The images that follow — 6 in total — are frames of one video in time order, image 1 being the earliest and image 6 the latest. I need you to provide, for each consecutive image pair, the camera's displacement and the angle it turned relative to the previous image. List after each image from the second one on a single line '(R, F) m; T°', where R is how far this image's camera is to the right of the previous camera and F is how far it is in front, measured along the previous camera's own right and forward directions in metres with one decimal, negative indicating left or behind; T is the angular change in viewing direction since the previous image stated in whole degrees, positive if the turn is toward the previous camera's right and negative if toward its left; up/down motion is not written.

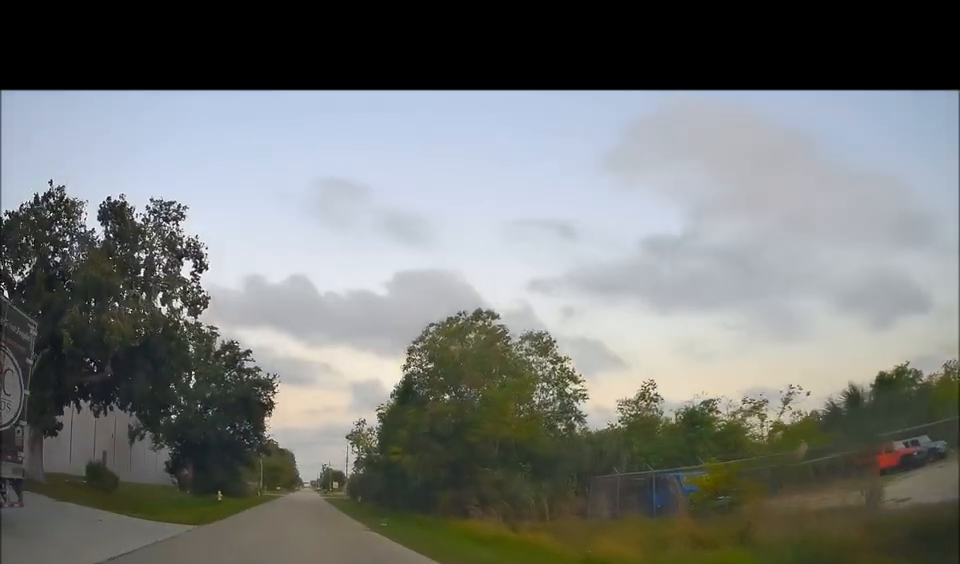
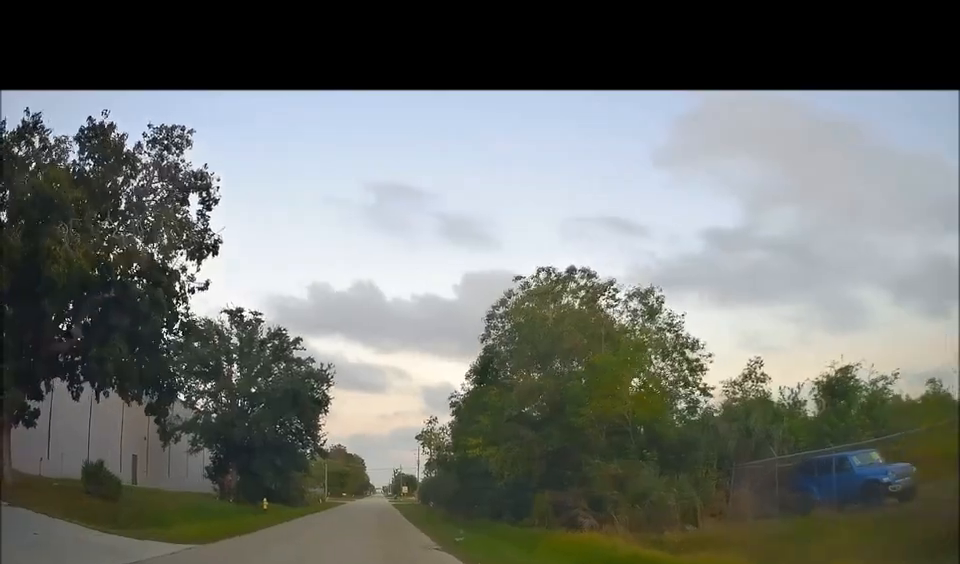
(-0.5, +6.2) m; -9°
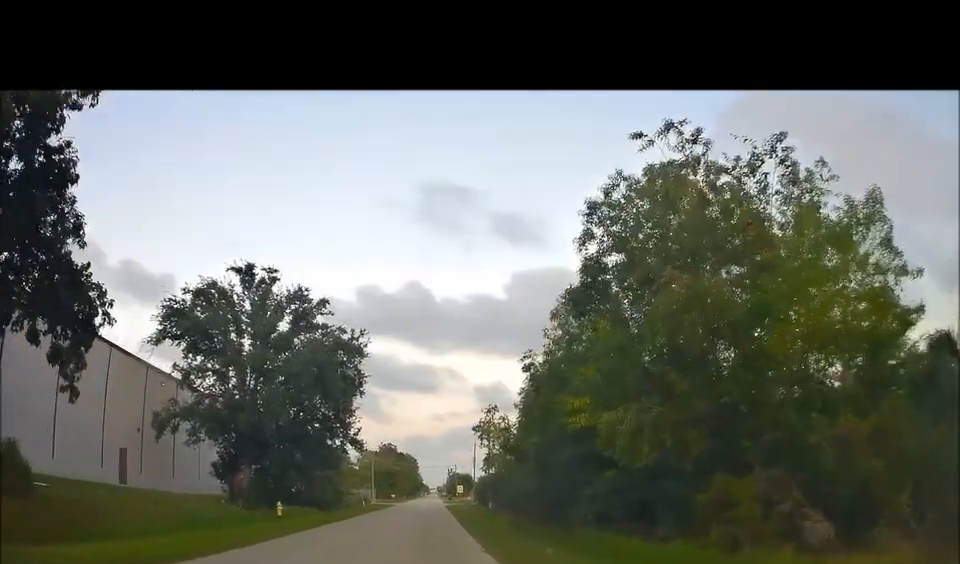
(-1.2, +8.7) m; -12°
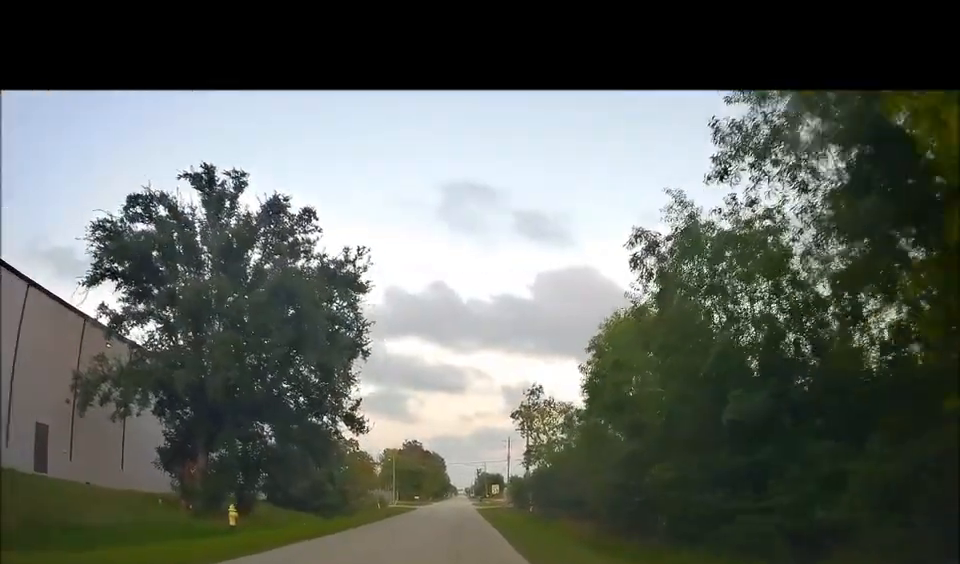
(-0.4, +10.8) m; -2°
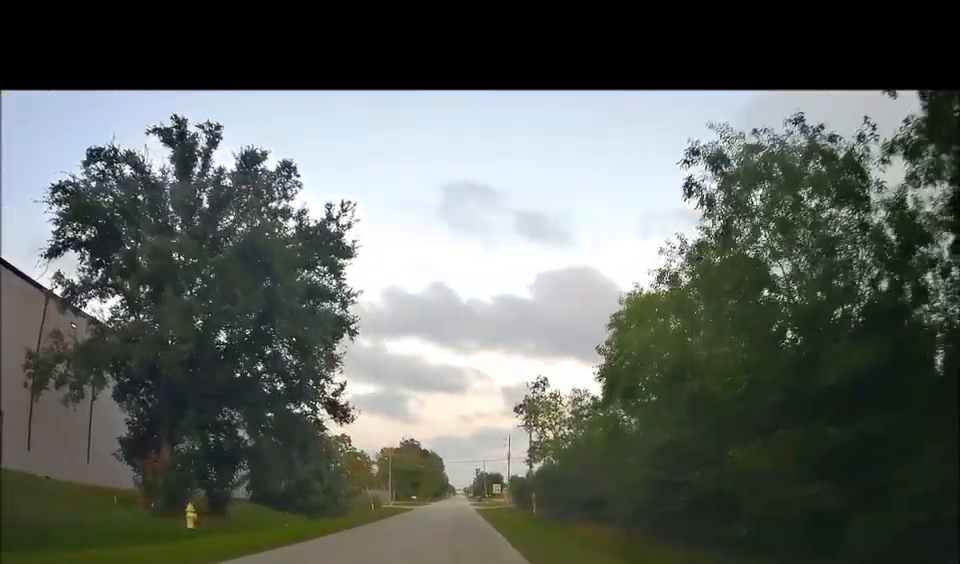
(0.0, +3.3) m; 0°
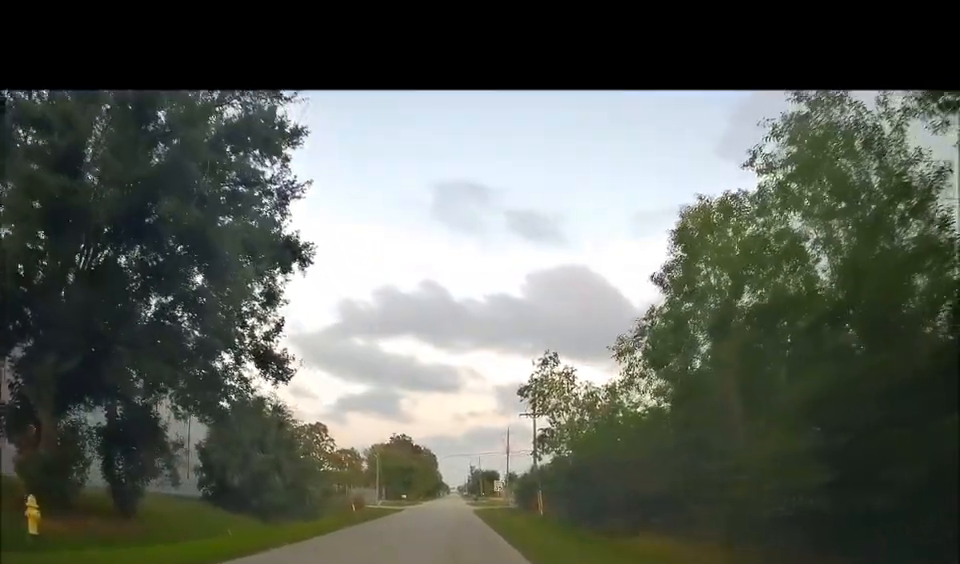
(0.0, +7.4) m; 0°
